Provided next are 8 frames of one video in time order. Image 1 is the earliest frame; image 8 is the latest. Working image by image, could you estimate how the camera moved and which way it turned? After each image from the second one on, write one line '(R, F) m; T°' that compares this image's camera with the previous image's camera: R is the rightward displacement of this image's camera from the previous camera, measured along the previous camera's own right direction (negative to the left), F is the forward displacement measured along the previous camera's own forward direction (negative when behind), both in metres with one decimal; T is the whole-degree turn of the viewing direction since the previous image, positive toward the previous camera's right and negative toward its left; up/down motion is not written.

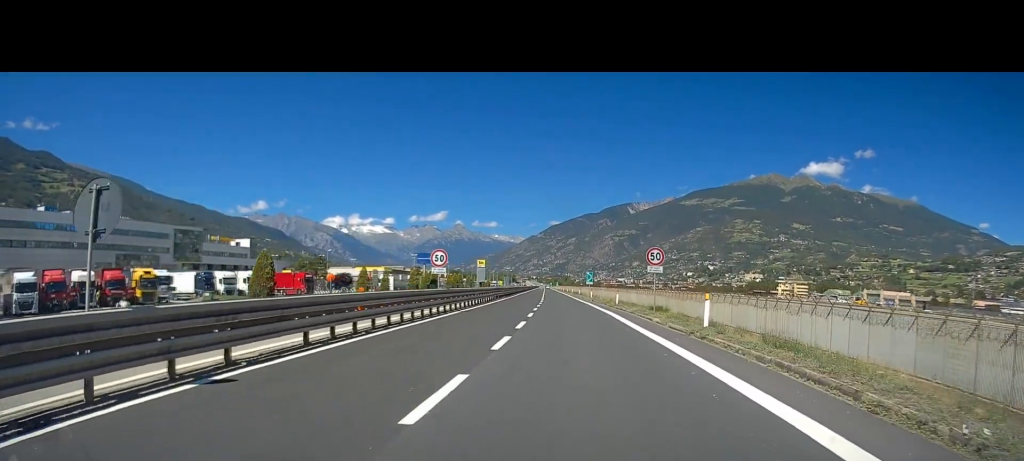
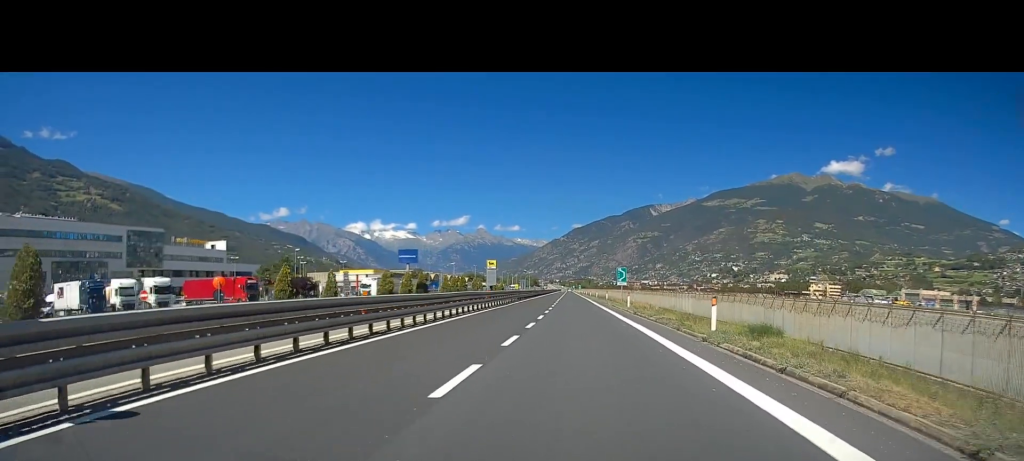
(-0.2, +25.2) m; -1°
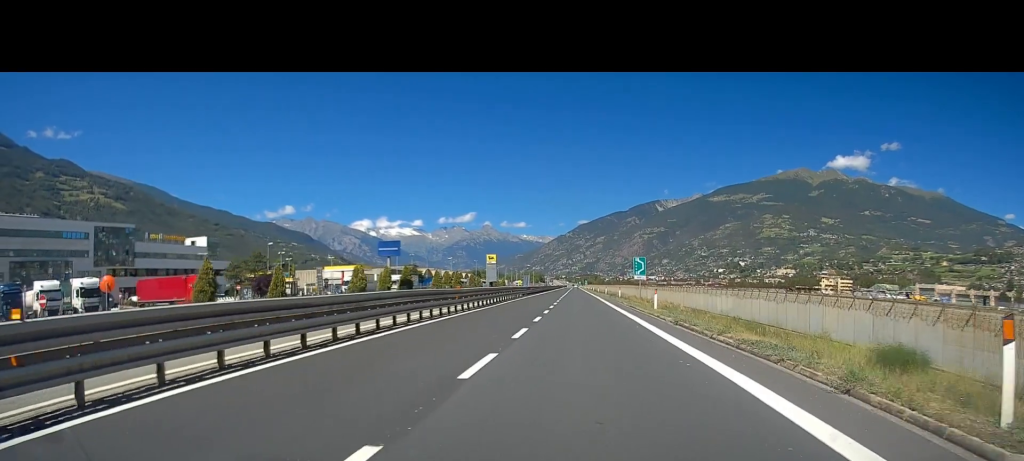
(-0.2, +12.5) m; 0°
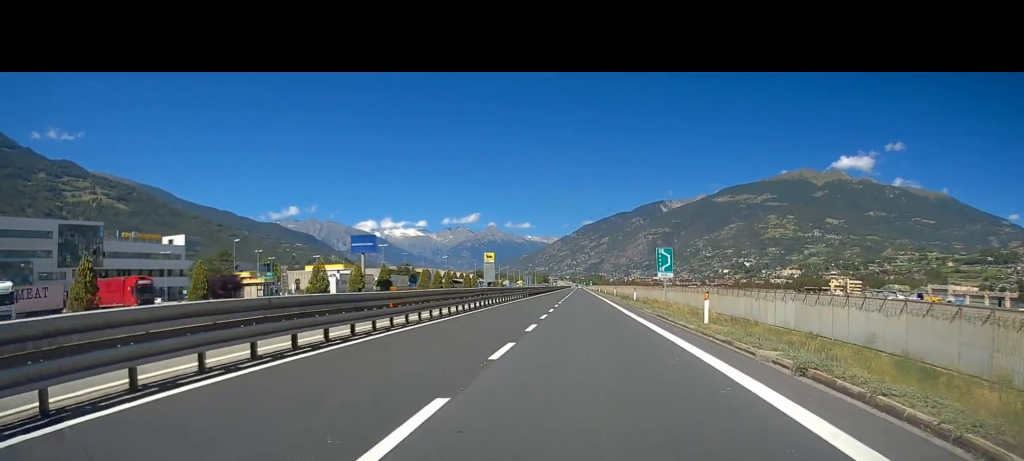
(-0.1, +11.9) m; 0°
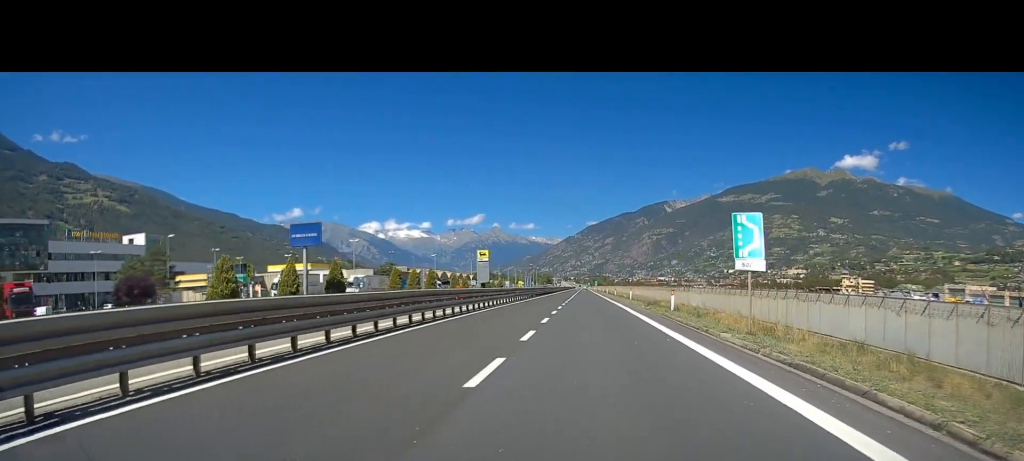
(+0.1, +17.4) m; -1°
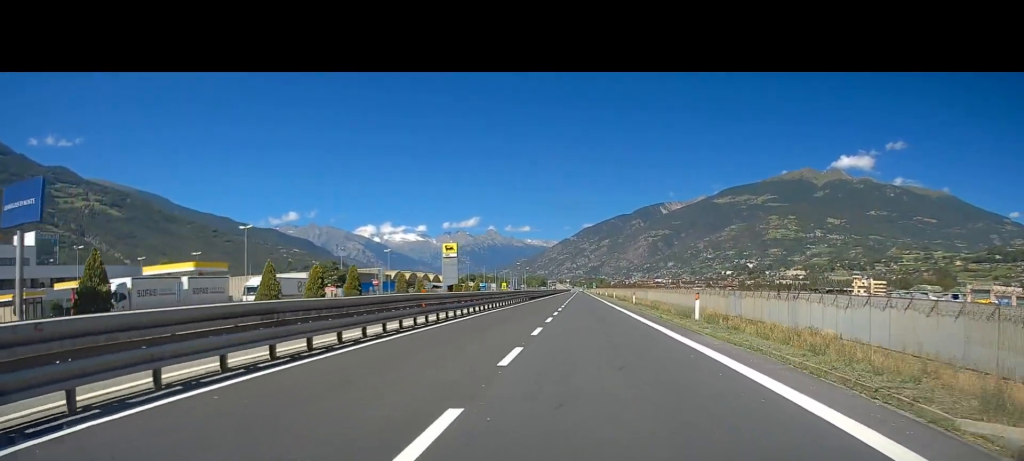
(-0.7, +33.4) m; -1°
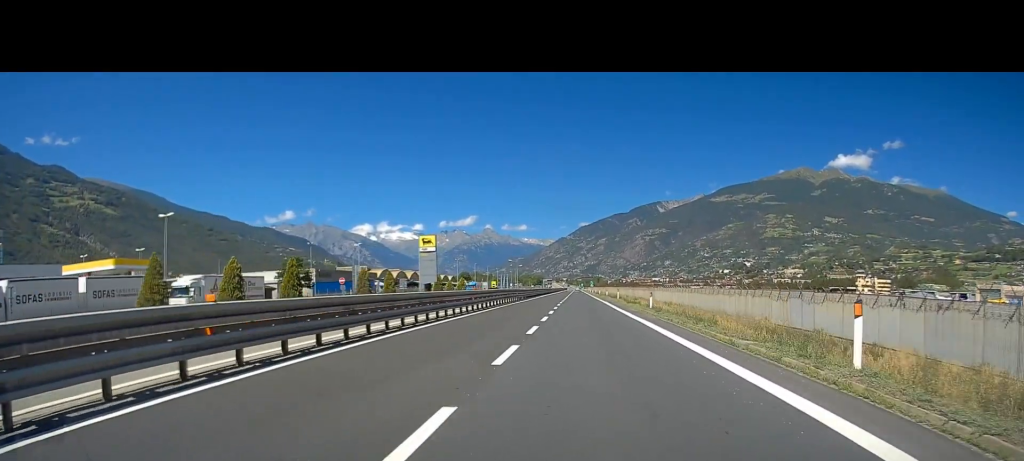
(-0.1, +14.3) m; +1°
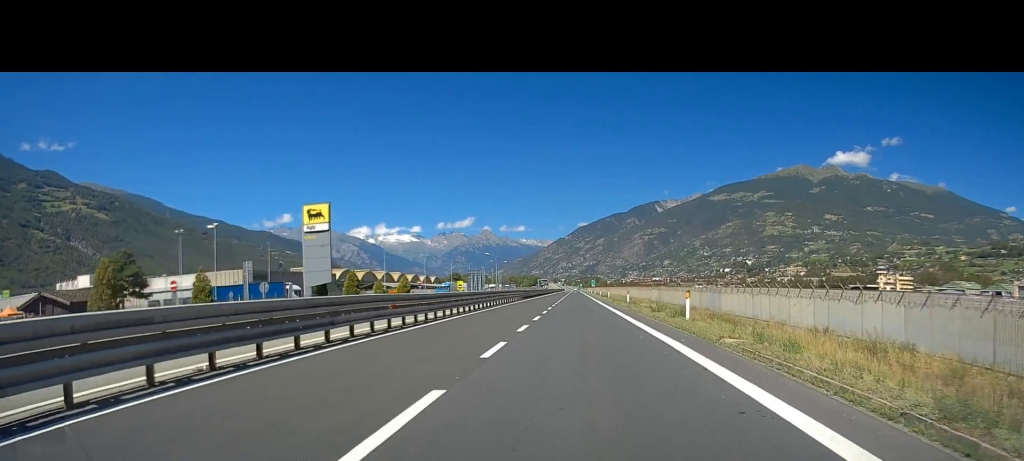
(+0.3, +42.2) m; 0°
